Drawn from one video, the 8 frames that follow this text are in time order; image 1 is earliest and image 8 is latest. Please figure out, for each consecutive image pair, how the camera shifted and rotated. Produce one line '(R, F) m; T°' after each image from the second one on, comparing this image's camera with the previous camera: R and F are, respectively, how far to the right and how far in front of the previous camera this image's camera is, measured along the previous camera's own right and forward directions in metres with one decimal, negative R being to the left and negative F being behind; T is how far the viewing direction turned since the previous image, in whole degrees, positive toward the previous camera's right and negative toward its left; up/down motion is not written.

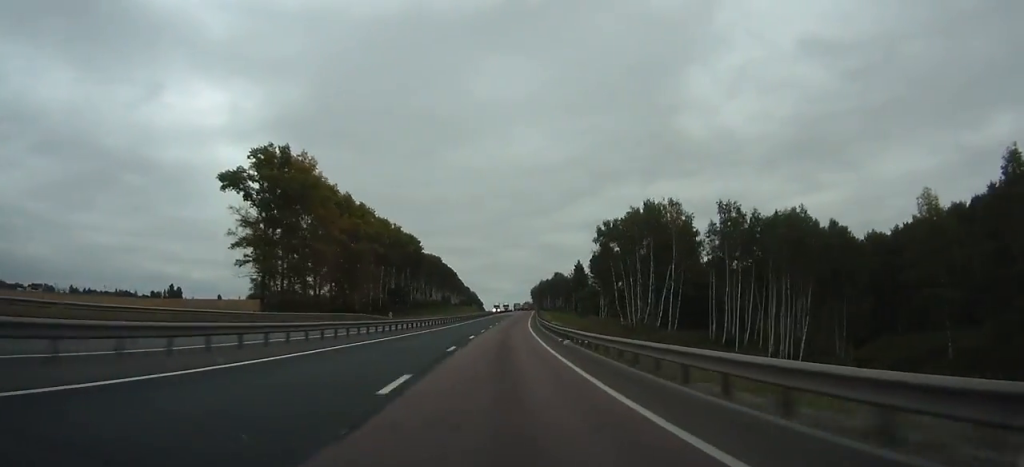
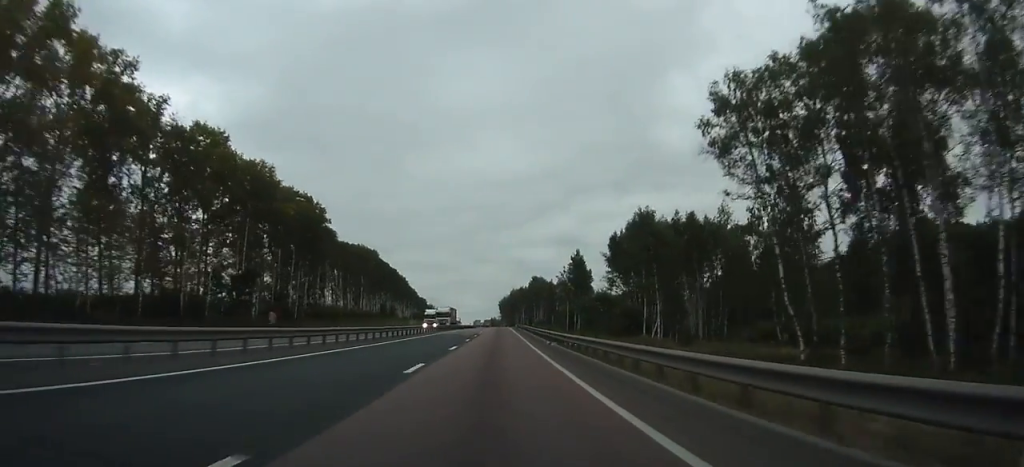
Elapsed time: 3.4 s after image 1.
(+3.8, +78.8) m; +5°
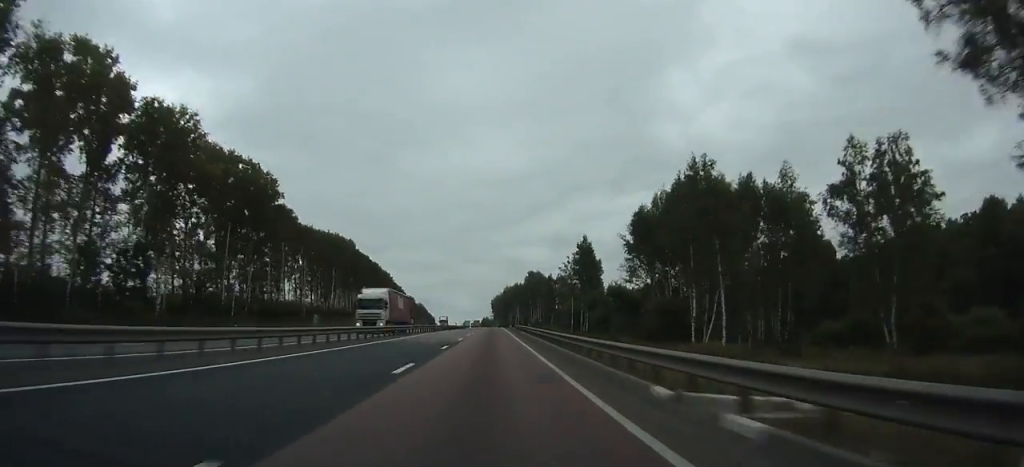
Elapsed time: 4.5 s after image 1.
(+0.3, +24.4) m; +1°
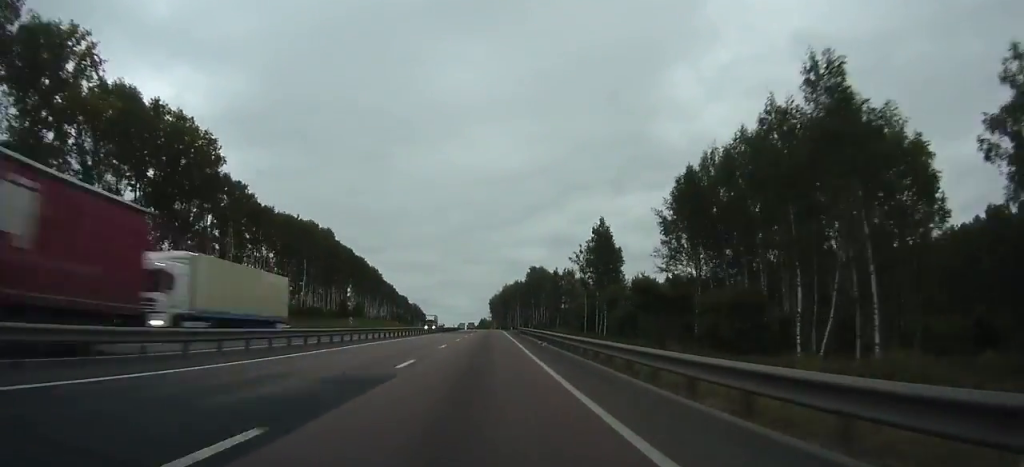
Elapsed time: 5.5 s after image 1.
(+0.1, +22.9) m; 0°
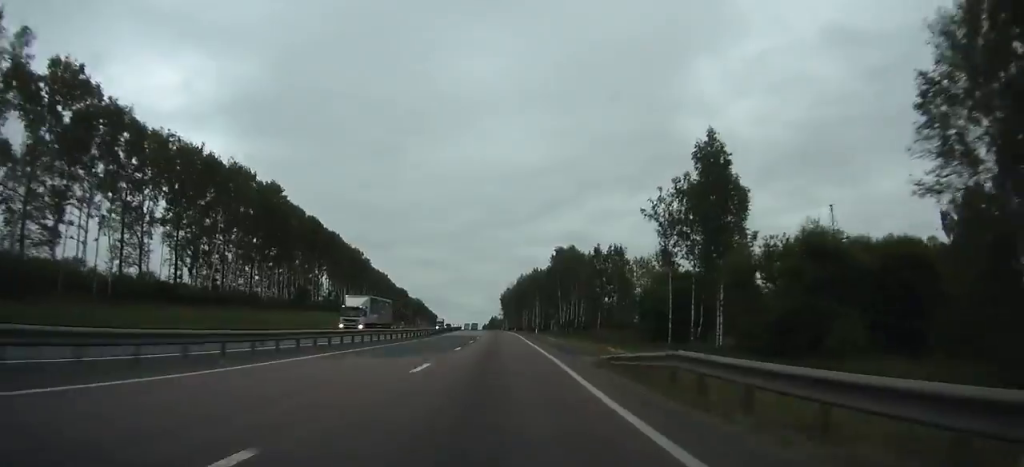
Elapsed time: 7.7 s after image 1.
(+0.2, +49.5) m; 0°
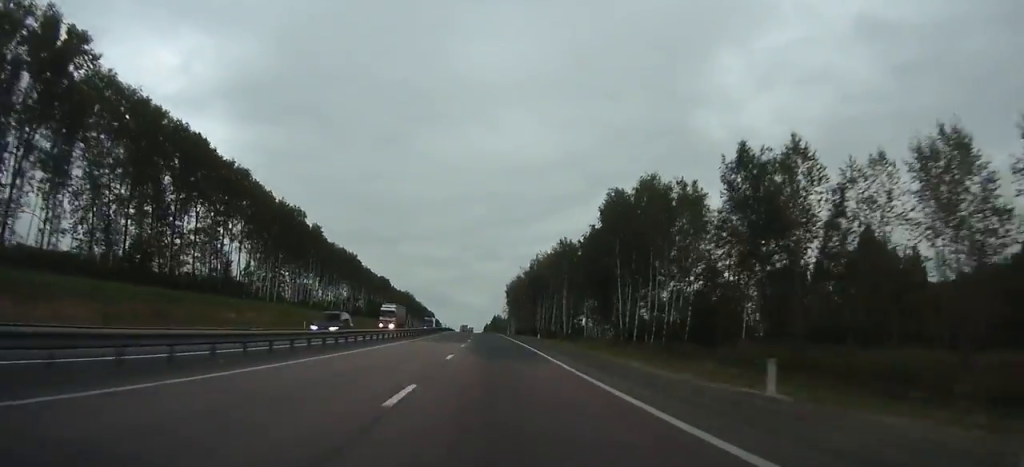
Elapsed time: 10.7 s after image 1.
(-0.5, +66.2) m; -1°
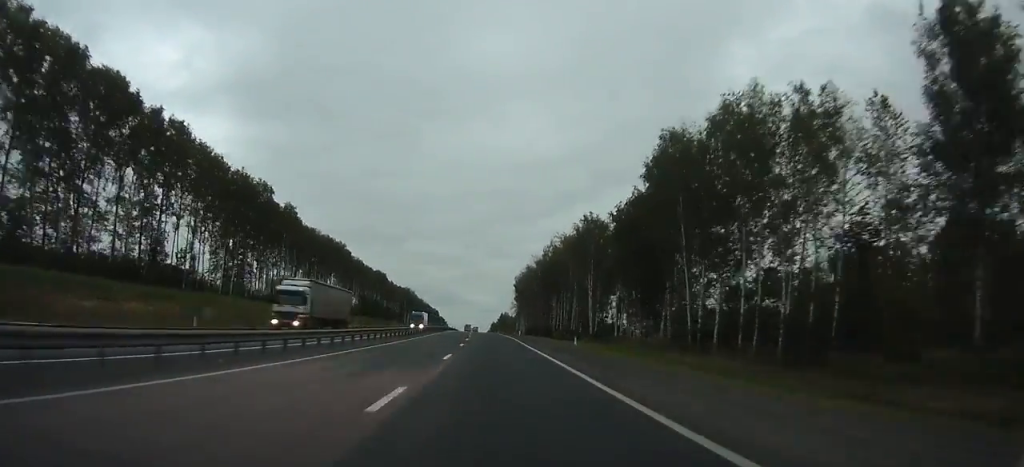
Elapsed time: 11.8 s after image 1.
(-0.1, +24.7) m; 0°
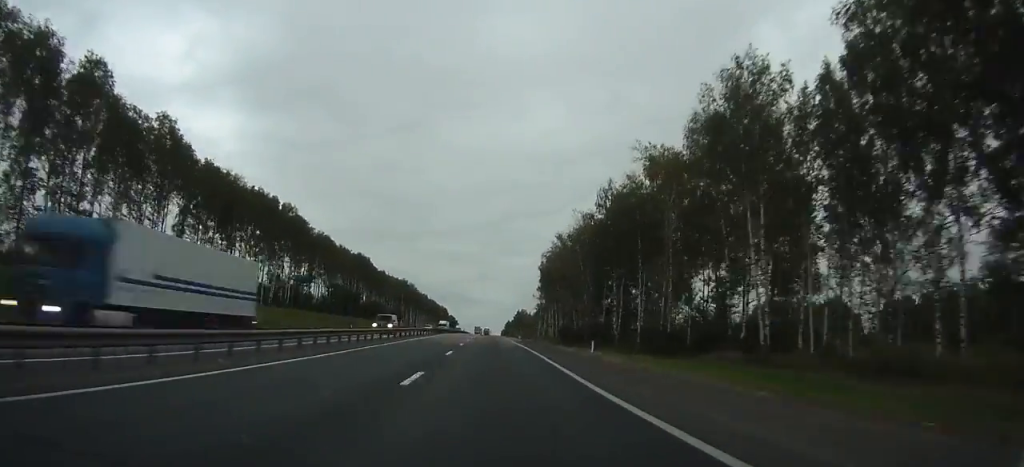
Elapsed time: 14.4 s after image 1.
(-0.4, +56.3) m; -1°
